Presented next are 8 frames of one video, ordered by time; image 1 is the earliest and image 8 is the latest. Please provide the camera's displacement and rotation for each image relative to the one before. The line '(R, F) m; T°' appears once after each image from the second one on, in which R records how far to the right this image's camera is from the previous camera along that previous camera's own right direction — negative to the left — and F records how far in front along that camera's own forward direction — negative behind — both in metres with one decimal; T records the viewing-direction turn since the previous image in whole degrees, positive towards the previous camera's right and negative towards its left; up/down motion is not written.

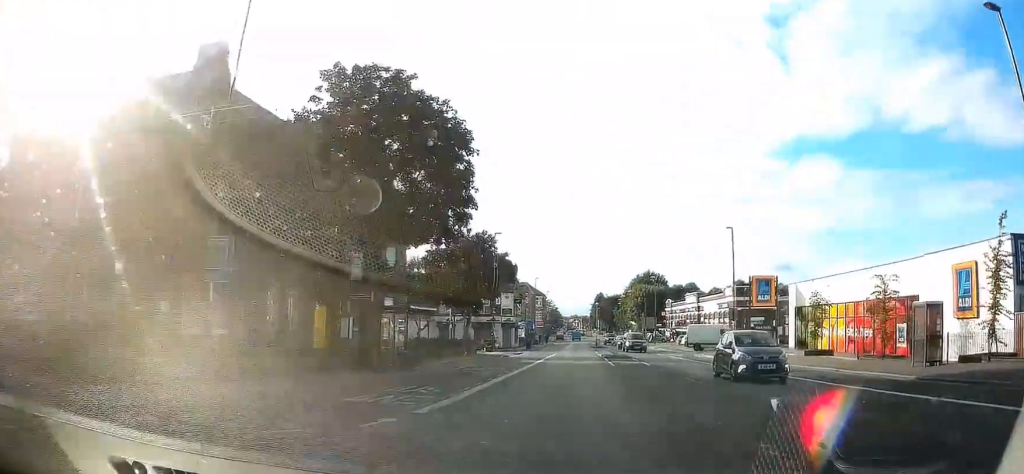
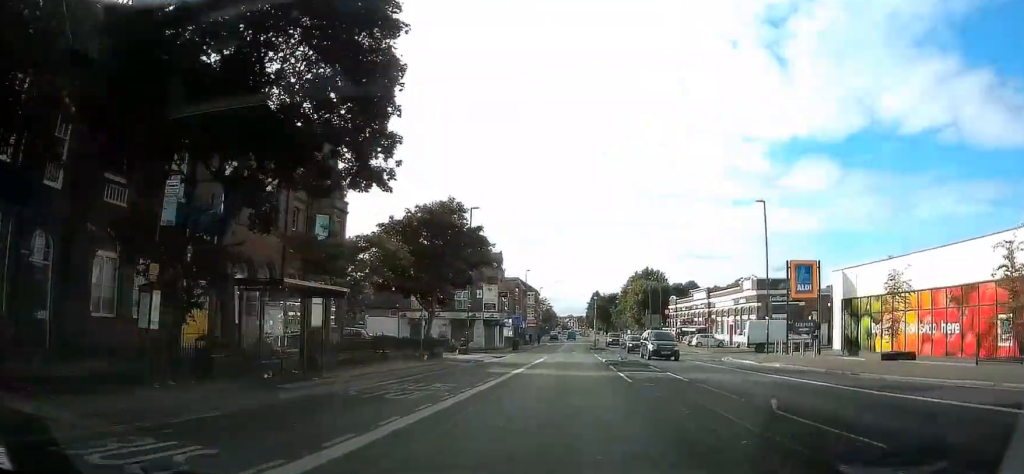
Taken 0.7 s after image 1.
(+0.1, +10.6) m; 0°
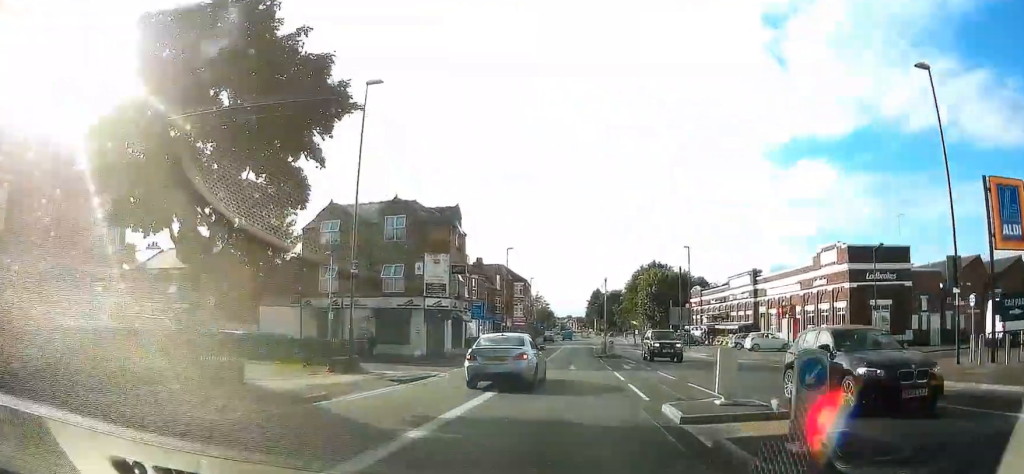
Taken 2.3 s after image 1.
(0.0, +22.6) m; 0°
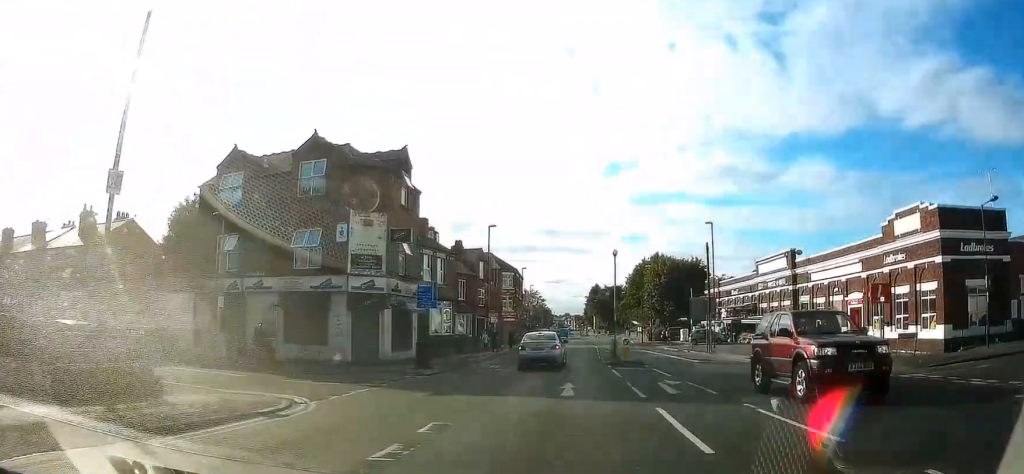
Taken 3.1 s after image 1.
(0.0, +12.0) m; 0°
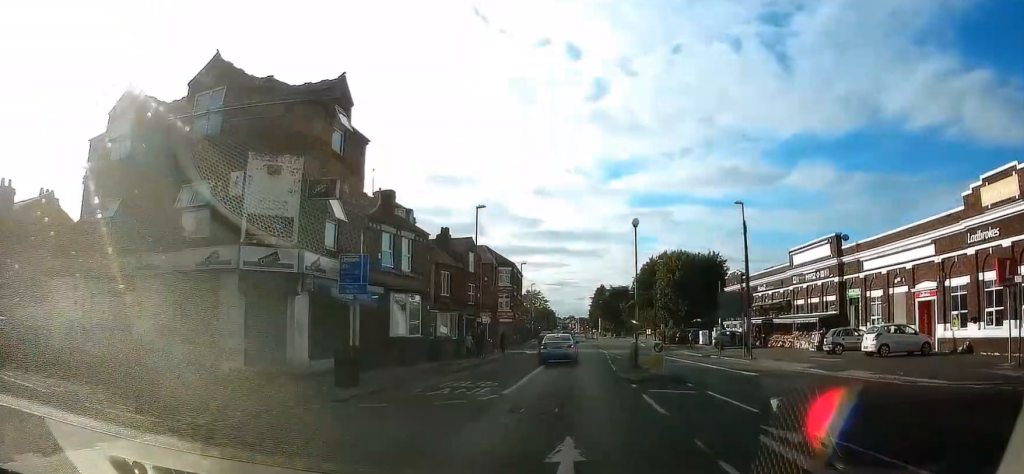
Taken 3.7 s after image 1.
(0.0, +8.6) m; 0°
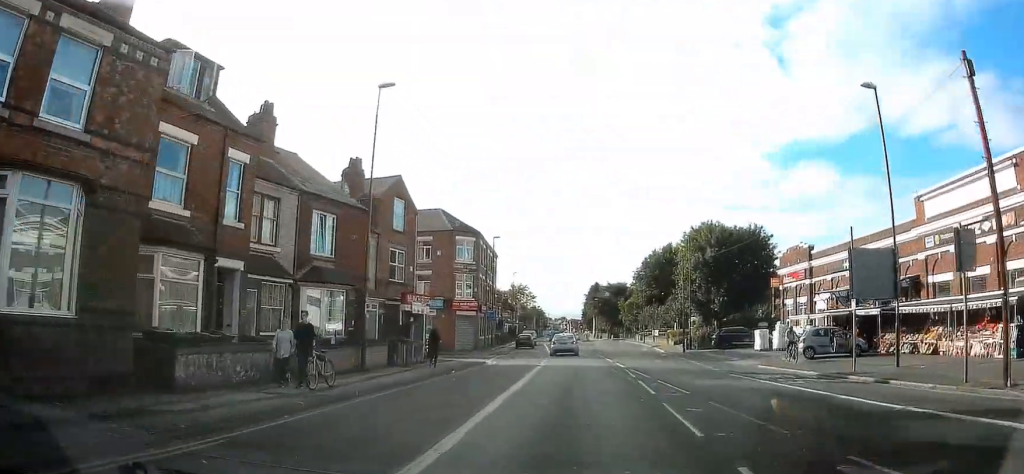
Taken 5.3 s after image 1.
(0.0, +22.0) m; 0°
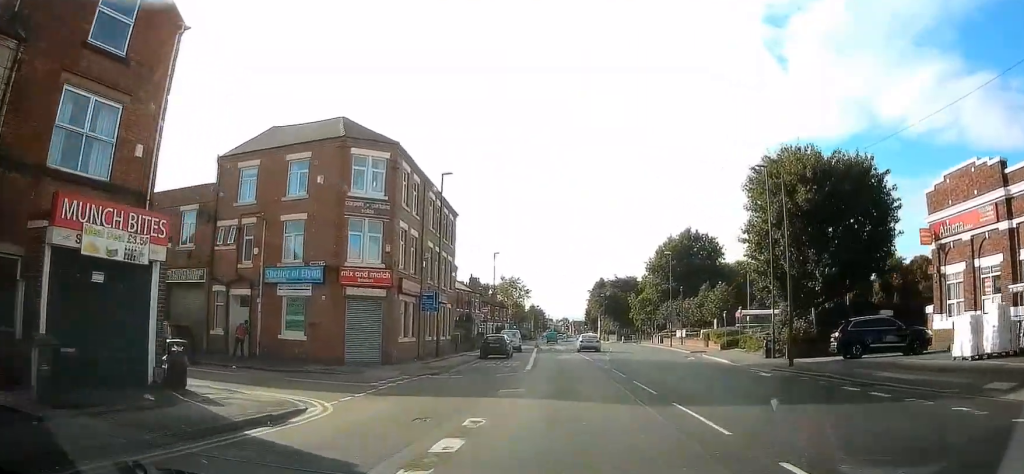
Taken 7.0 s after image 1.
(+0.1, +24.1) m; +1°
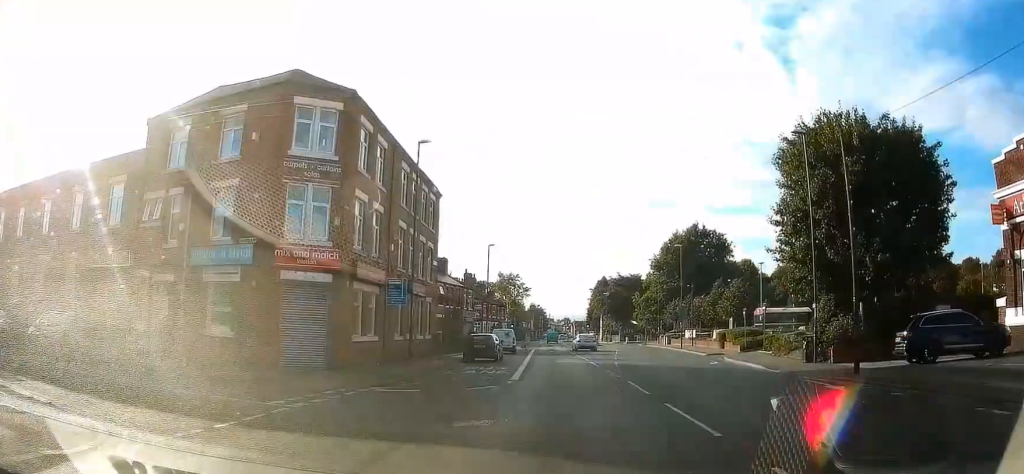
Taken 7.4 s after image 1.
(0.0, +6.1) m; 0°
